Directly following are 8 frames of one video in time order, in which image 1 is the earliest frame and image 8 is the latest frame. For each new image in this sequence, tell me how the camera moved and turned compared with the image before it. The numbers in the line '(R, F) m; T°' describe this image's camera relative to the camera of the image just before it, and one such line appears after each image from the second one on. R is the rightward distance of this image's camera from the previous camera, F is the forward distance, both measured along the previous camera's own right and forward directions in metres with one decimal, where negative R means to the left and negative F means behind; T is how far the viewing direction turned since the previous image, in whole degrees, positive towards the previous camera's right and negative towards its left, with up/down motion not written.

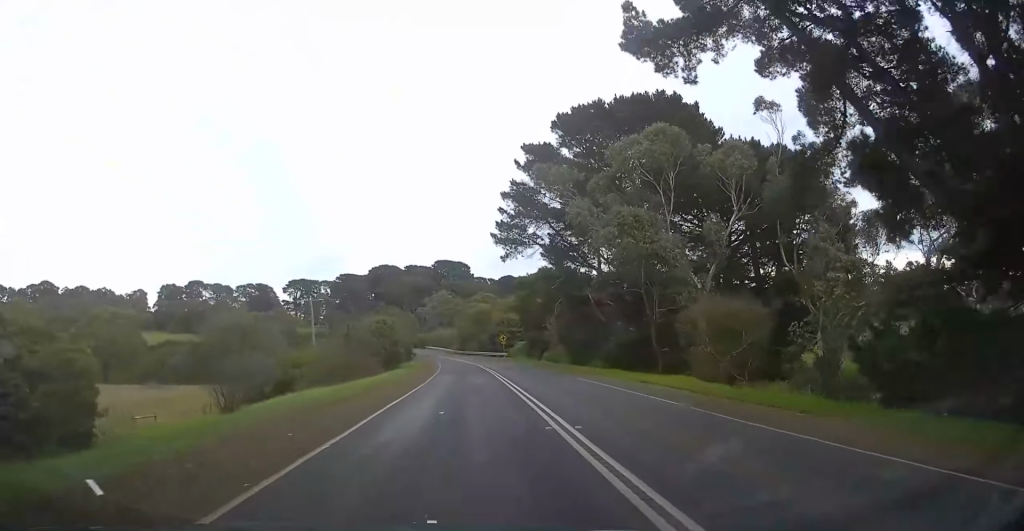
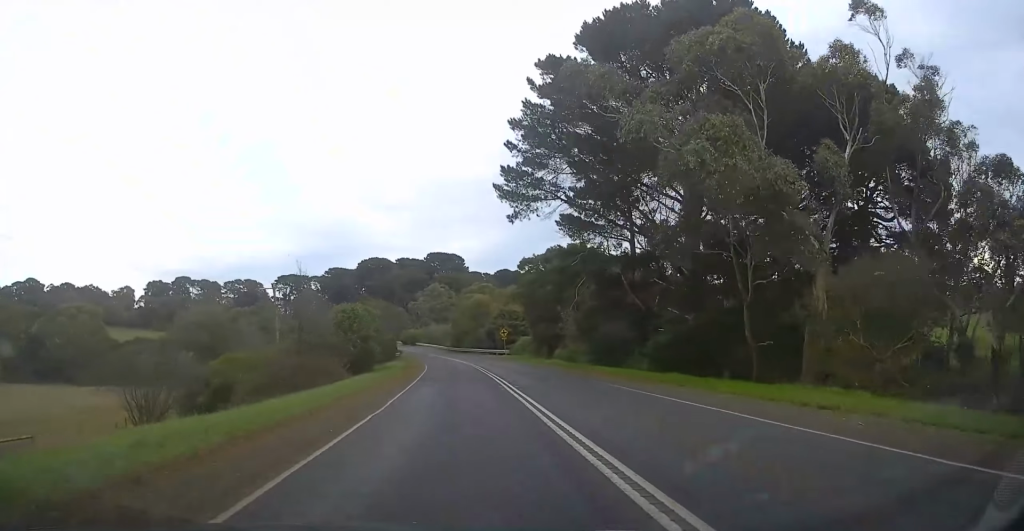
(0.0, +13.2) m; -1°
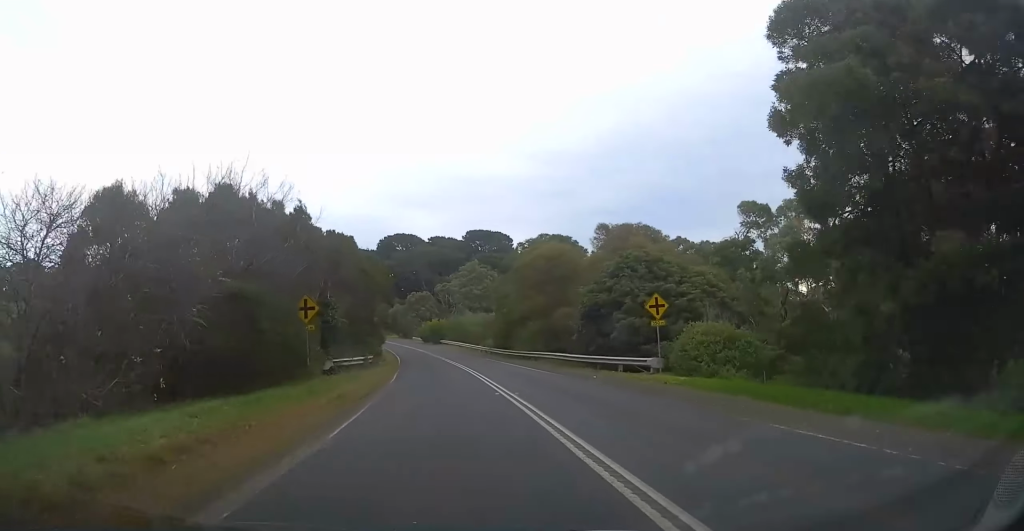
(-1.6, +49.7) m; -4°
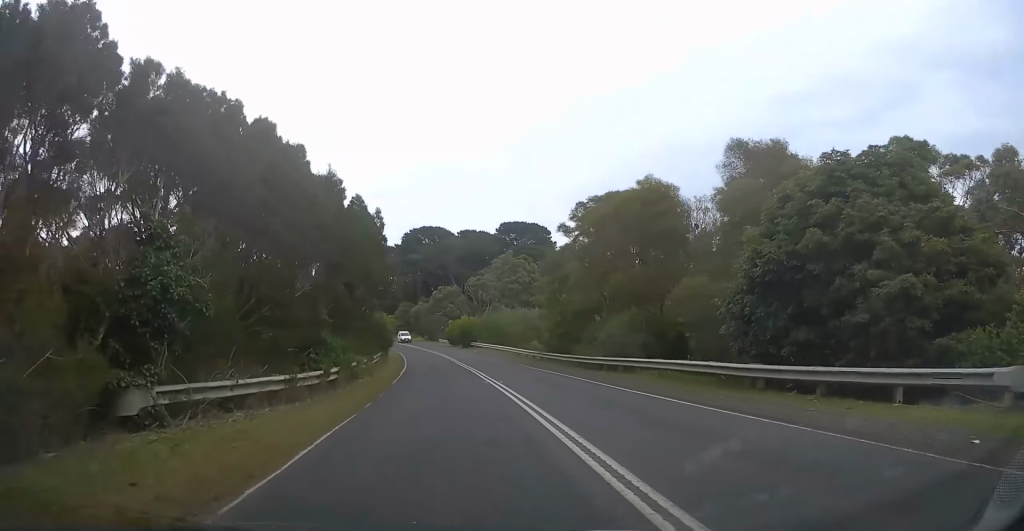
(-0.3, +18.9) m; -3°
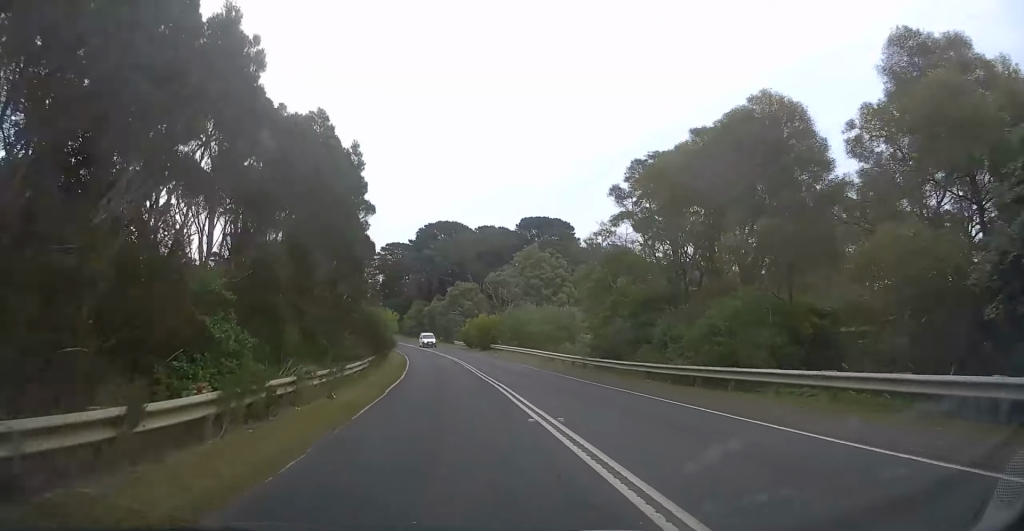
(-0.2, +10.7) m; -2°
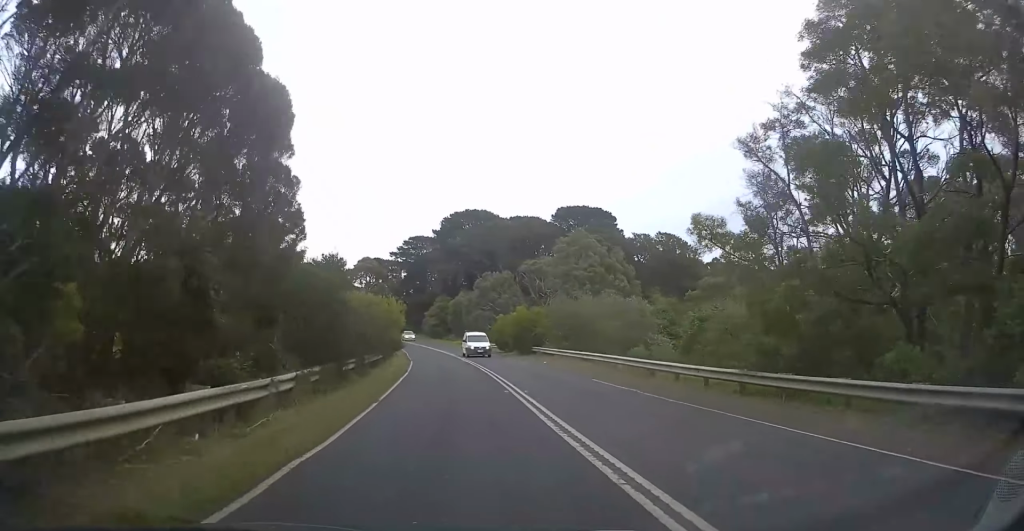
(-0.5, +17.3) m; -3°
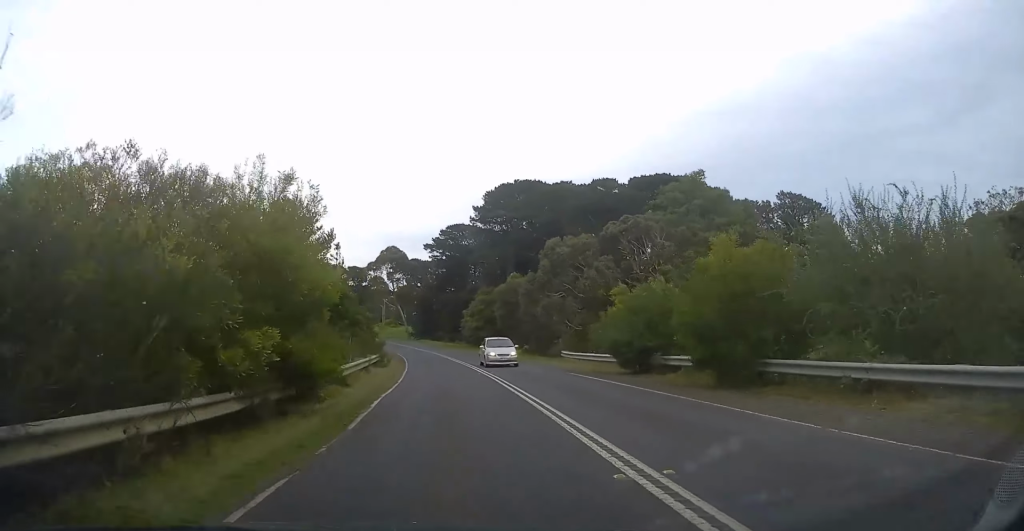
(-1.2, +33.0) m; -4°
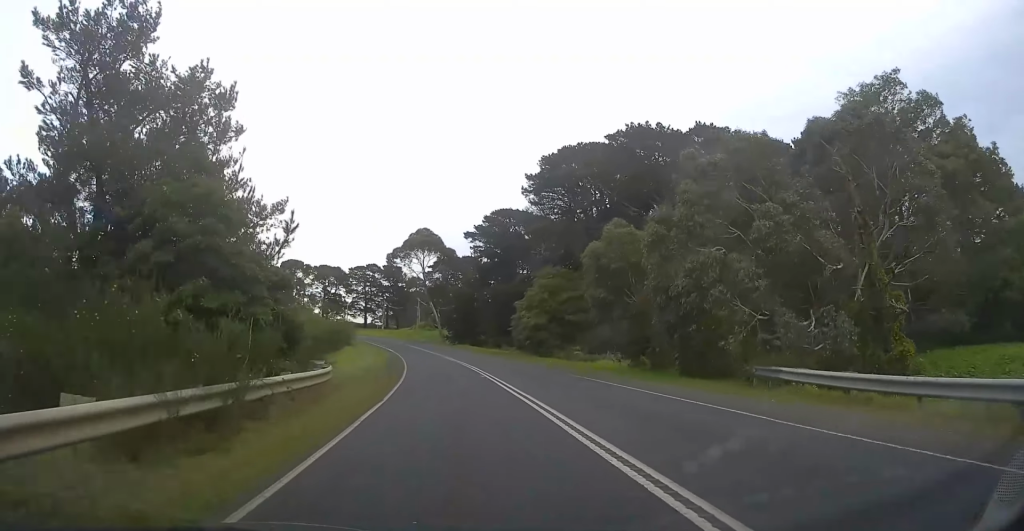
(-0.6, +25.4) m; -3°
